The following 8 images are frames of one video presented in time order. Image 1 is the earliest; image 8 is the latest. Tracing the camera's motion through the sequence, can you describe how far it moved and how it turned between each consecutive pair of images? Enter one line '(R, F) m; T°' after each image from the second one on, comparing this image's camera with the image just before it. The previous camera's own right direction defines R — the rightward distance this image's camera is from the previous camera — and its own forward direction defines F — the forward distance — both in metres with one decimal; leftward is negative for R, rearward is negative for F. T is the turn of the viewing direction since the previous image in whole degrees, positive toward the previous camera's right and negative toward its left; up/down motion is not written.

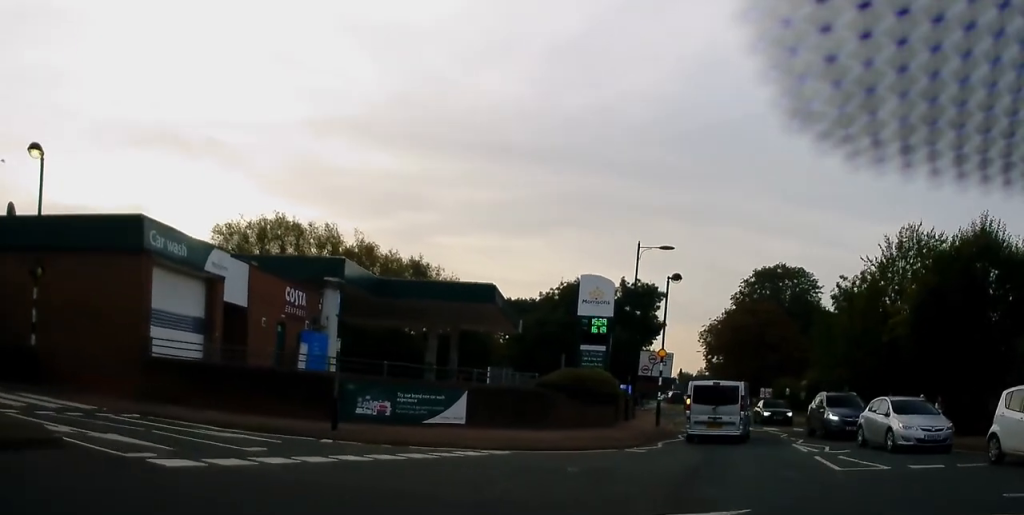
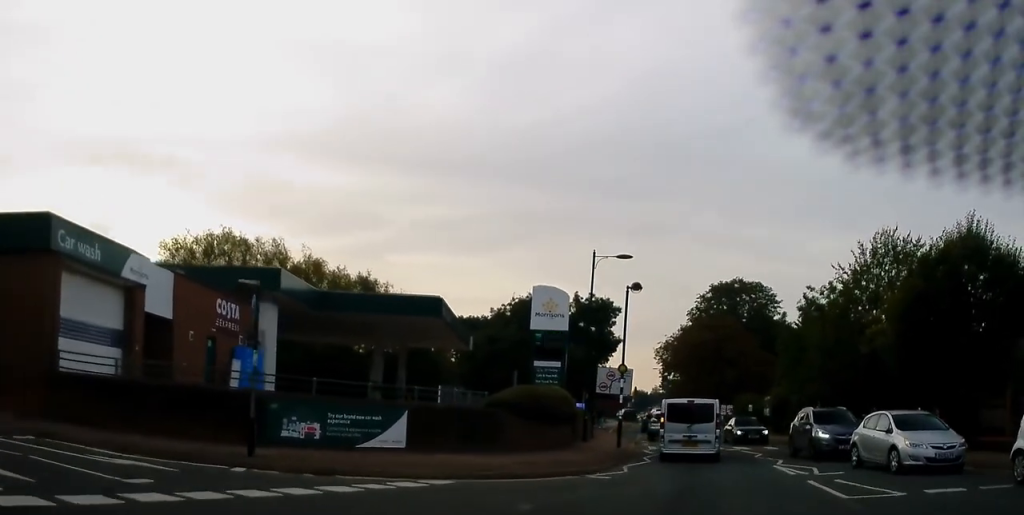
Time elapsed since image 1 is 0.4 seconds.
(-0.1, +2.5) m; +2°
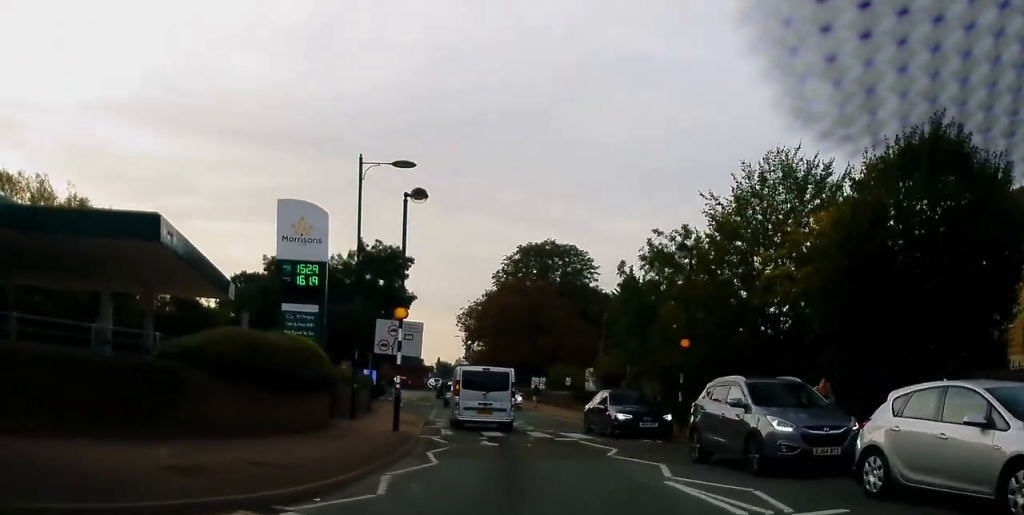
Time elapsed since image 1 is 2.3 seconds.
(+1.6, +9.7) m; +18°
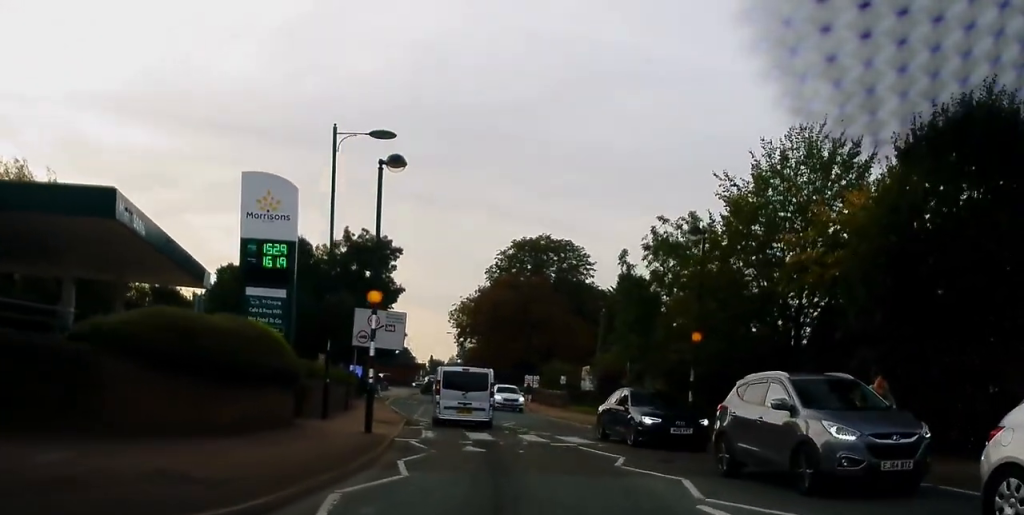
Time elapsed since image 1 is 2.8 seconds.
(+0.1, +2.7) m; -1°
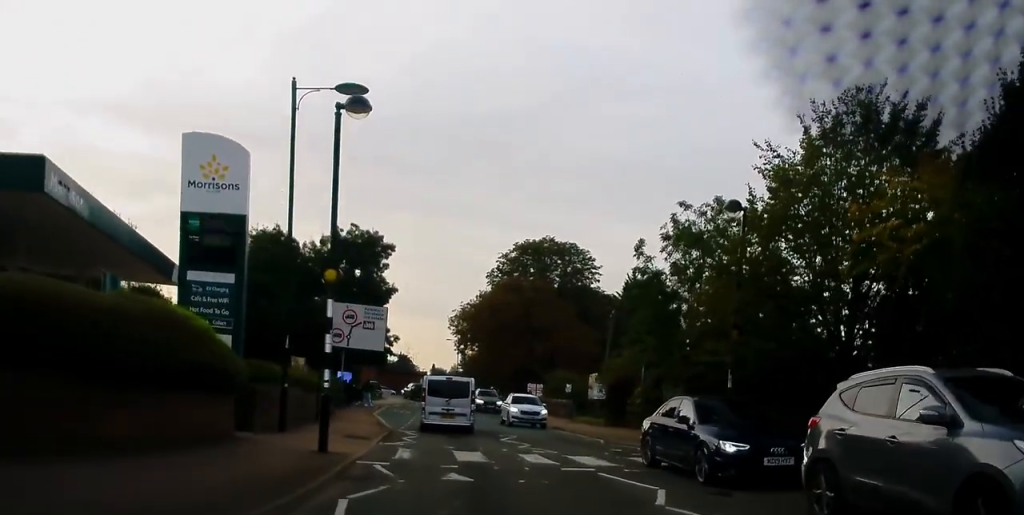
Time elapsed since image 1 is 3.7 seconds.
(0.0, +4.3) m; -2°
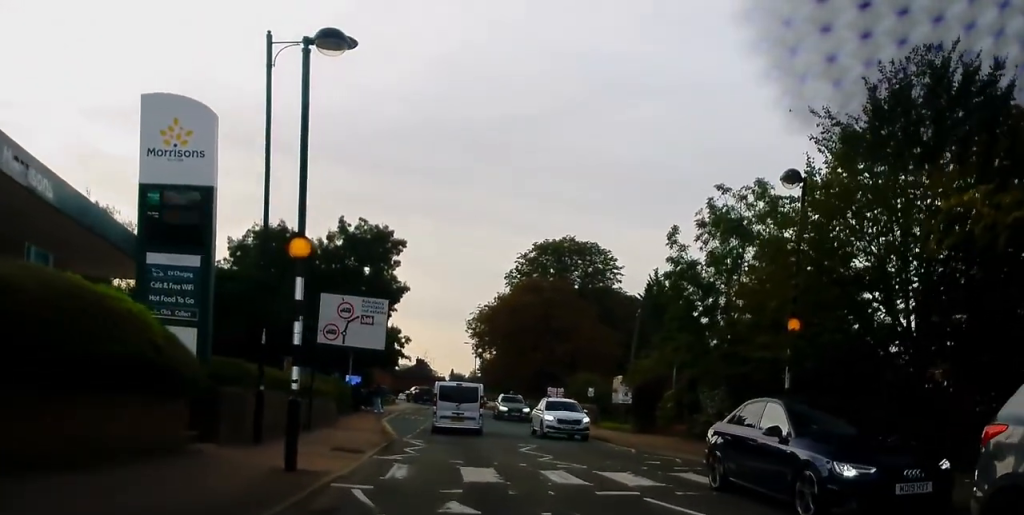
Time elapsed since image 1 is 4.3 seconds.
(-0.2, +3.0) m; -2°
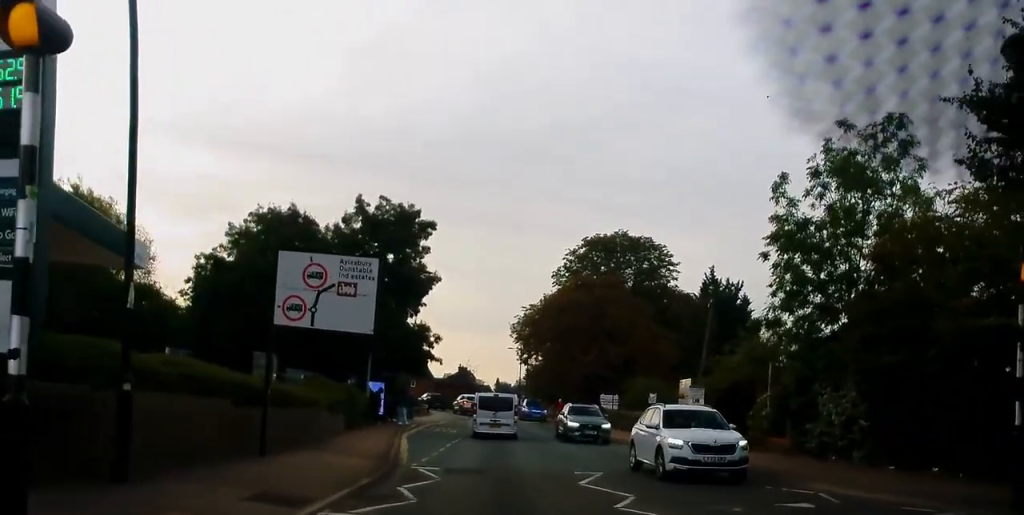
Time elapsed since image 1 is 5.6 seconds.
(+0.2, +7.3) m; +1°
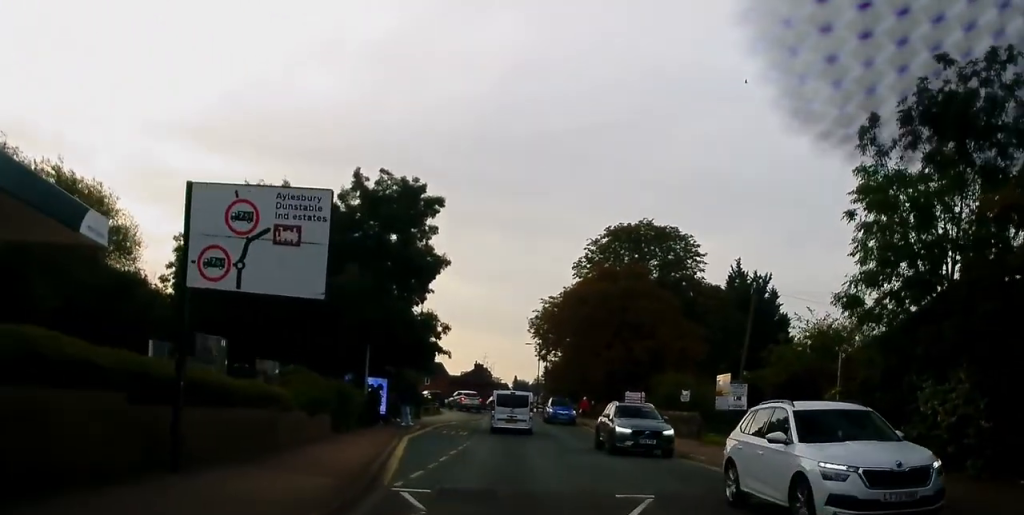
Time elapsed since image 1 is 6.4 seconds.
(+0.1, +4.5) m; -2°
